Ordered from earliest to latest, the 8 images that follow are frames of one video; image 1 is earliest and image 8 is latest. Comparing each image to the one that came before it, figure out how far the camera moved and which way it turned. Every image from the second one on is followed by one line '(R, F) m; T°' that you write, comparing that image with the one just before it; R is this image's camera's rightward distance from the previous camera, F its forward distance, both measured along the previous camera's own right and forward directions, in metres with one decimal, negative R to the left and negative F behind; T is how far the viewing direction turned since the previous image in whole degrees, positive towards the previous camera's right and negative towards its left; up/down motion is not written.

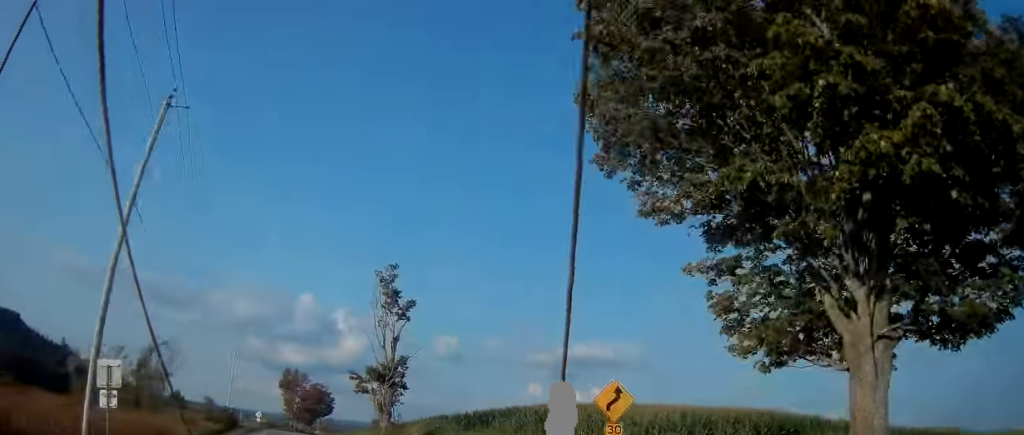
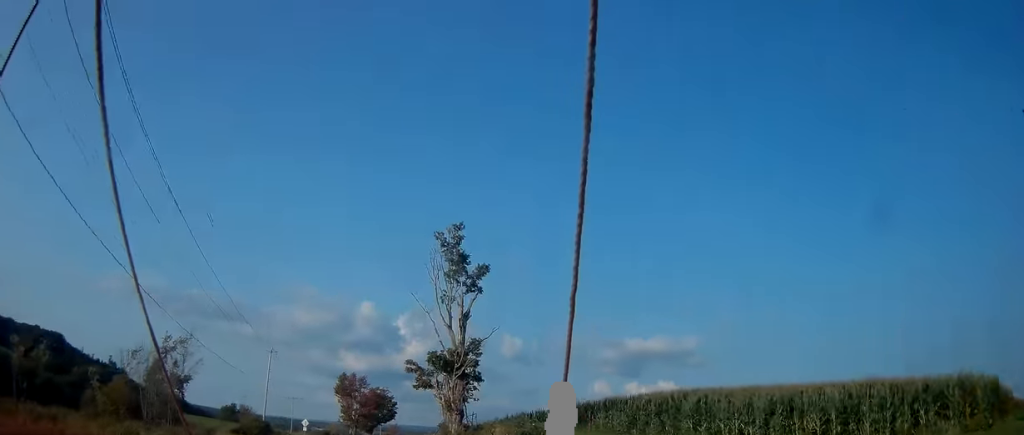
(-0.8, +11.9) m; -6°
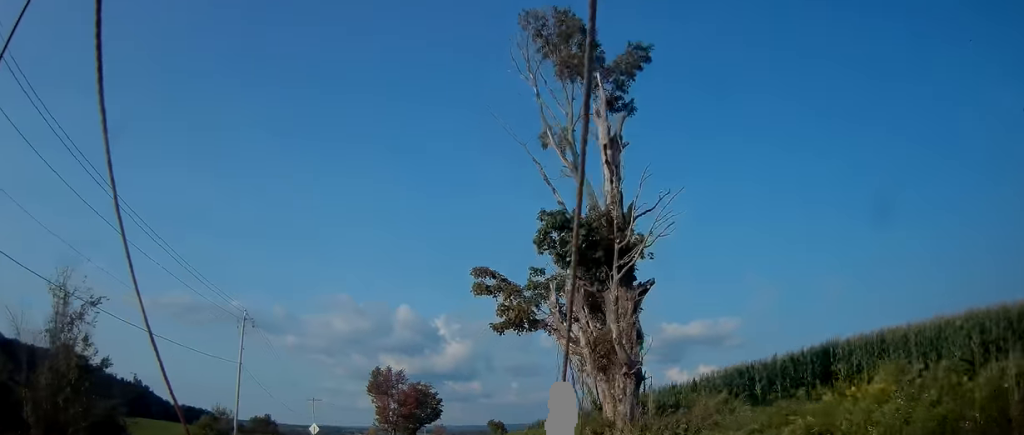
(-1.8, +24.2) m; -7°
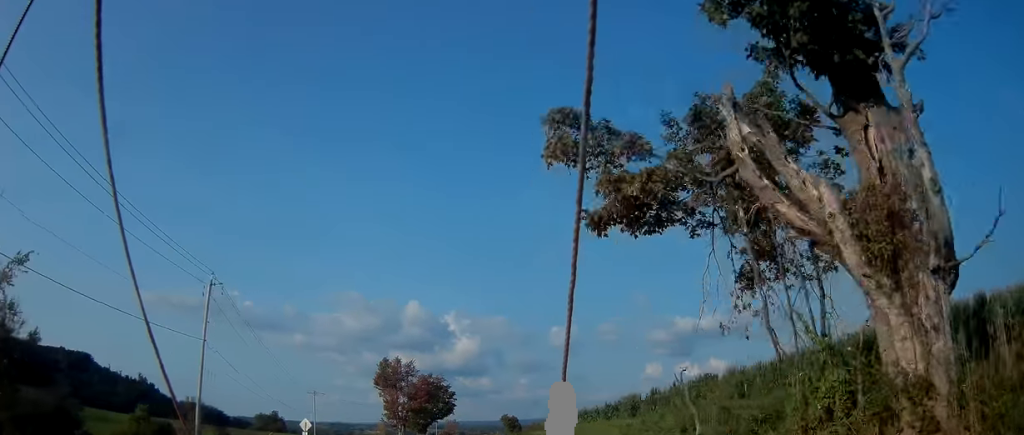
(-0.2, +9.3) m; -1°
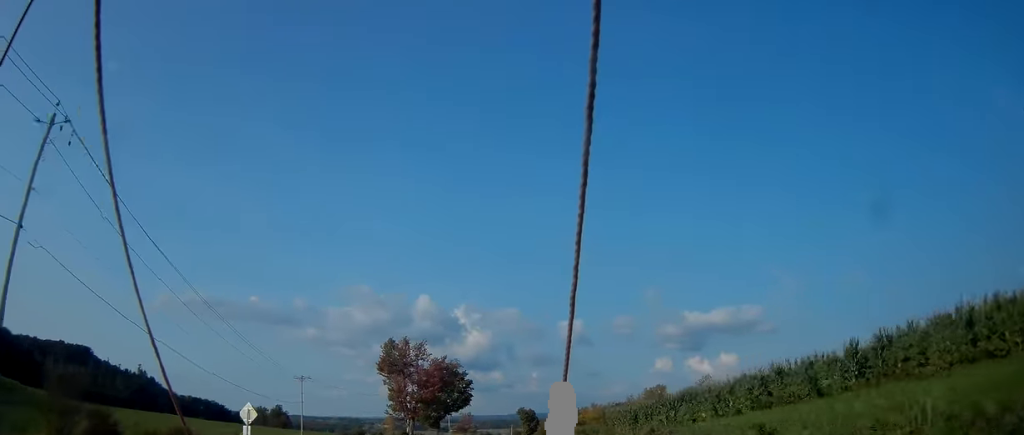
(-0.3, +18.3) m; -1°
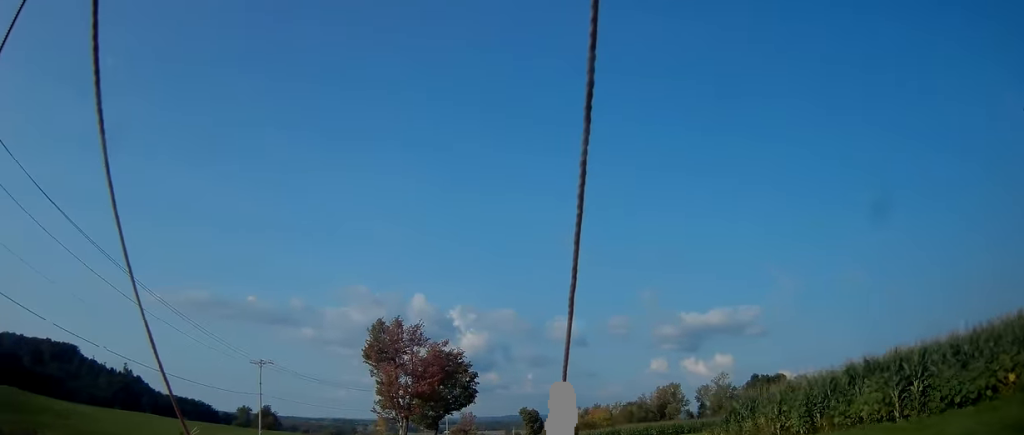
(0.0, +18.7) m; 0°
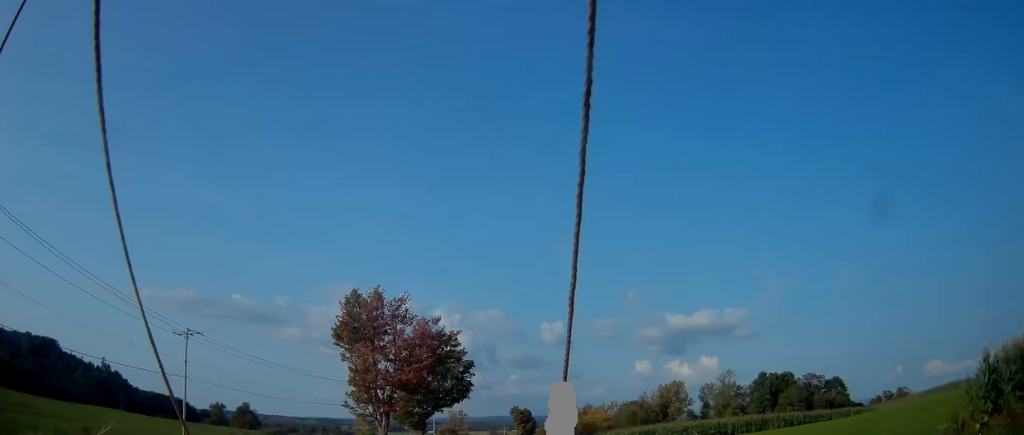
(0.0, +16.6) m; 0°
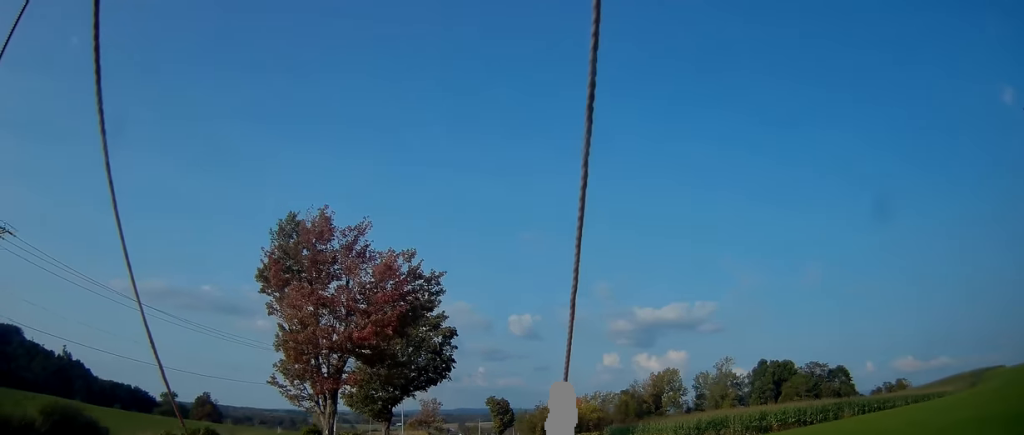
(+0.3, +21.1) m; +3°
